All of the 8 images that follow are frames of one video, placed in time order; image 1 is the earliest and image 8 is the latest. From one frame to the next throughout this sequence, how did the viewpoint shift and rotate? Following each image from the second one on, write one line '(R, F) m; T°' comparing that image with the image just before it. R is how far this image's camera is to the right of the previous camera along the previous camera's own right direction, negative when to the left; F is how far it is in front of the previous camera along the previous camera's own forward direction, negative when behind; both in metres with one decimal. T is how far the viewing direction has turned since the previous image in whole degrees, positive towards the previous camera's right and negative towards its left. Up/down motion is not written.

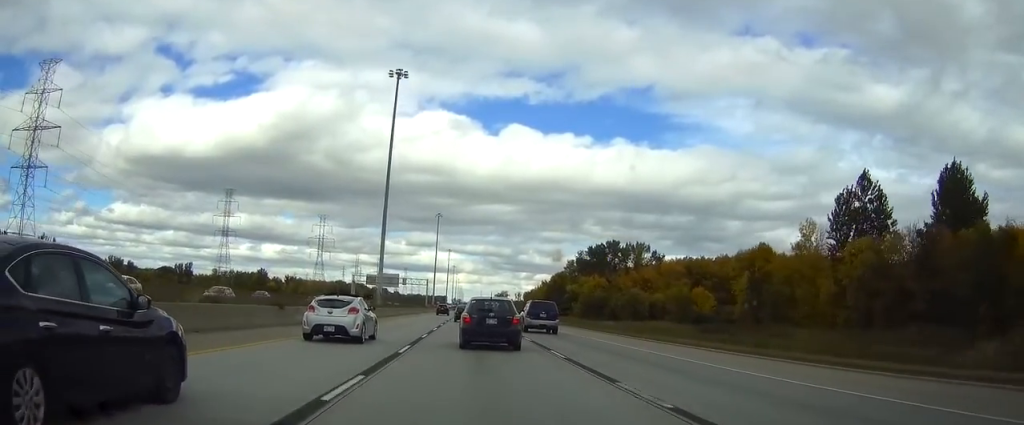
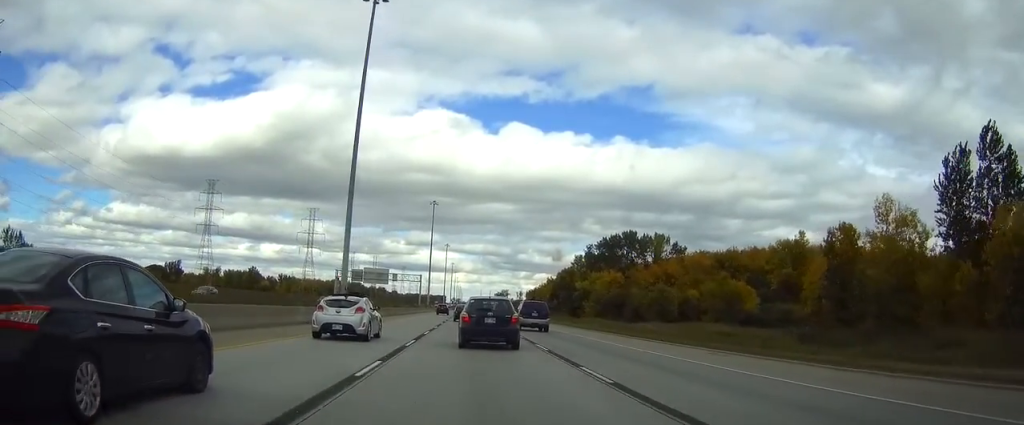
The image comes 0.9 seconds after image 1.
(+1.2, +24.1) m; +5°
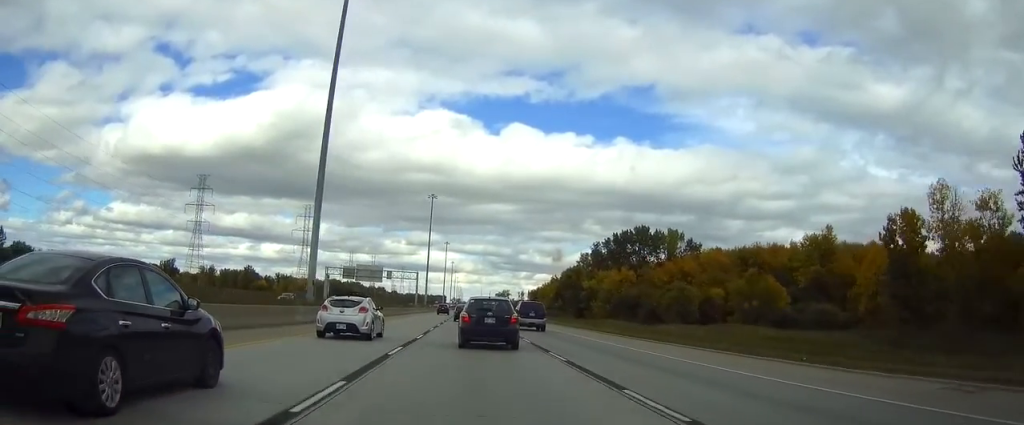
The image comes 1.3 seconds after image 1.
(+0.8, +13.0) m; +3°
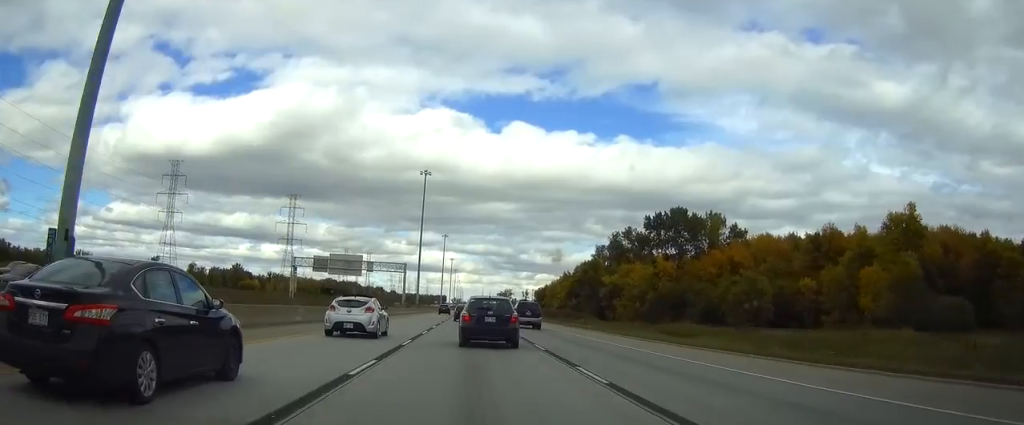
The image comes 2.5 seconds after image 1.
(+0.2, +31.8) m; 0°
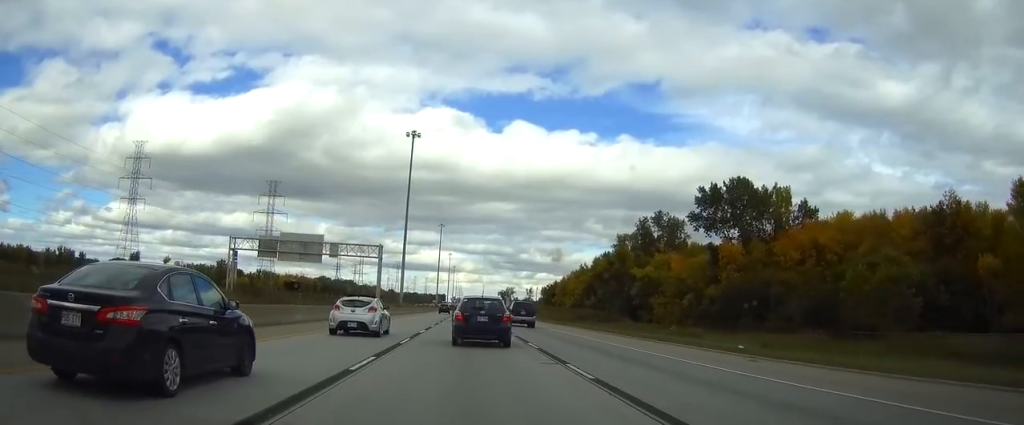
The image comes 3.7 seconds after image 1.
(0.0, +34.8) m; 0°
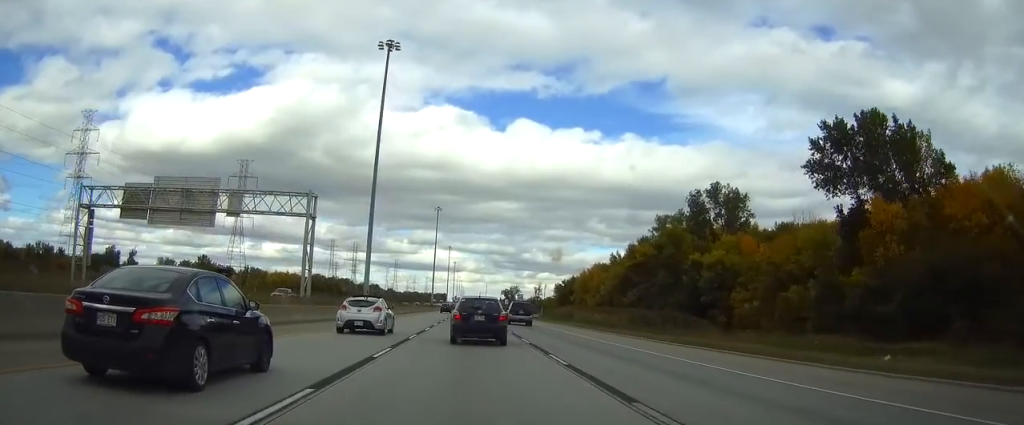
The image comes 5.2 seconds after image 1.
(0.0, +41.8) m; 0°
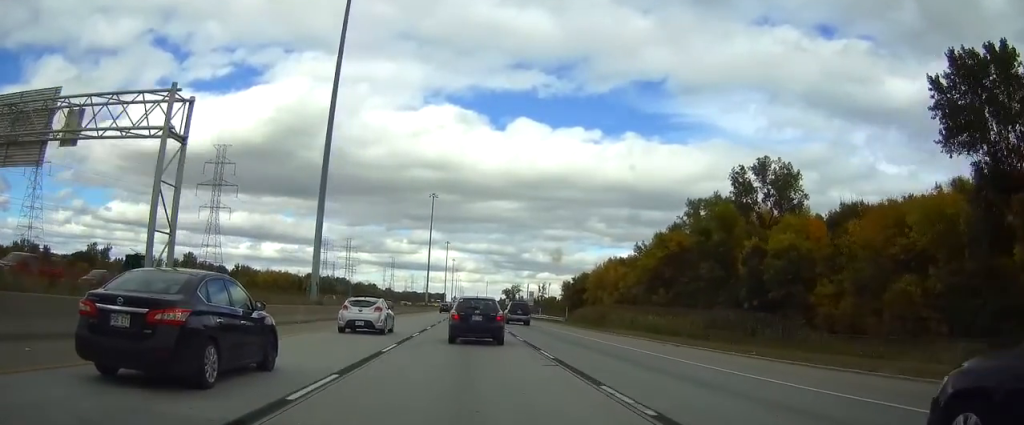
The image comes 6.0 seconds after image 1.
(0.0, +24.9) m; 0°
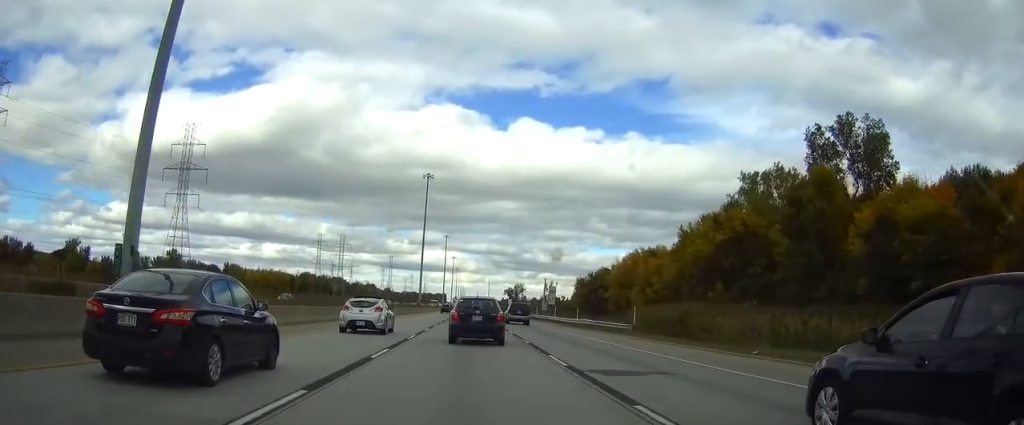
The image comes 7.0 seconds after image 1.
(0.0, +29.0) m; 0°
